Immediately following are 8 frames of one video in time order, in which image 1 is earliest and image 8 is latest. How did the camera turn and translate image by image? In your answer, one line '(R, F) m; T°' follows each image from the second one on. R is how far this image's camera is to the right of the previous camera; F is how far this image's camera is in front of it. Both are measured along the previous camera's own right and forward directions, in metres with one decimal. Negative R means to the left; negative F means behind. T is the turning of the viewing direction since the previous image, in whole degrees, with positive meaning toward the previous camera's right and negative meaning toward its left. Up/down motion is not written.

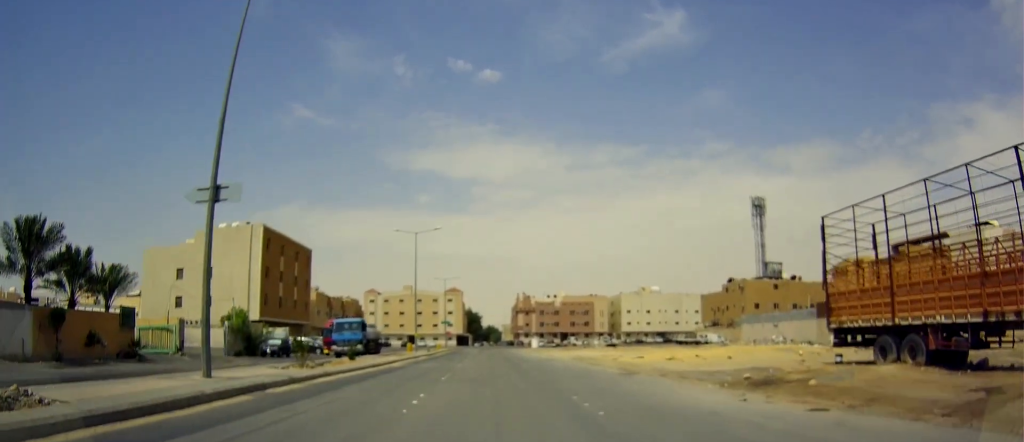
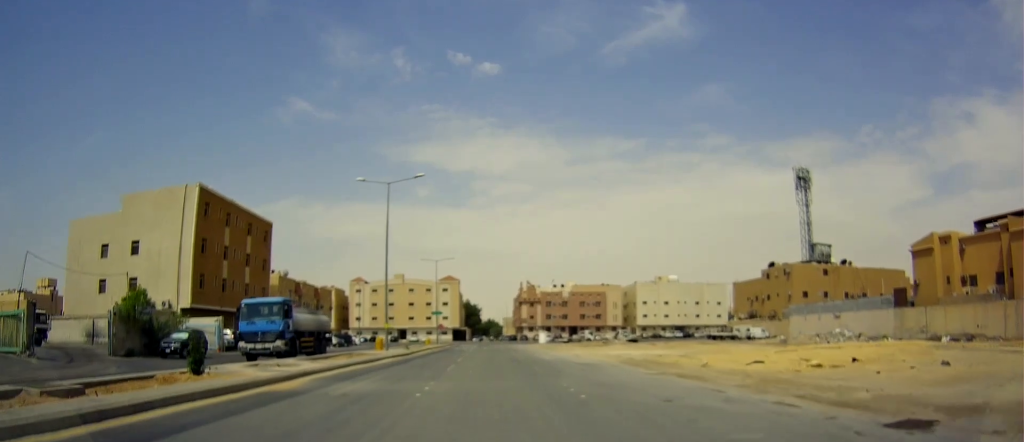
(+0.4, +18.1) m; 0°
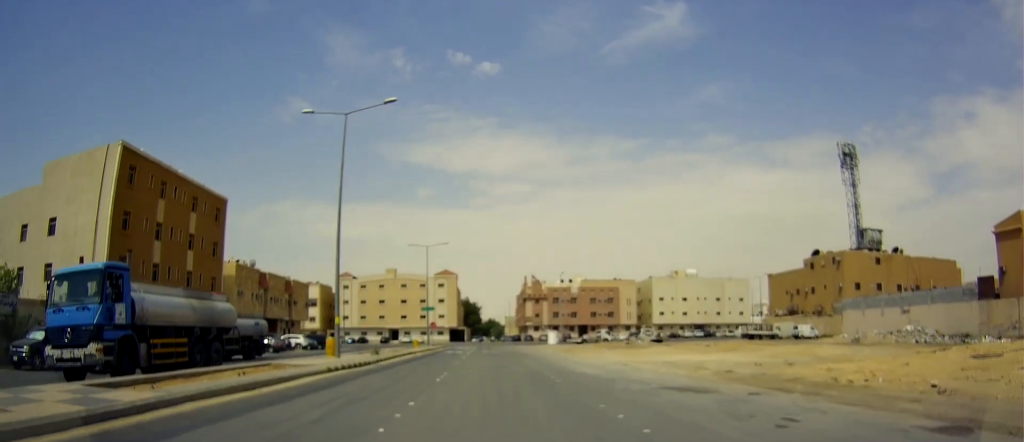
(-0.7, +14.7) m; 0°
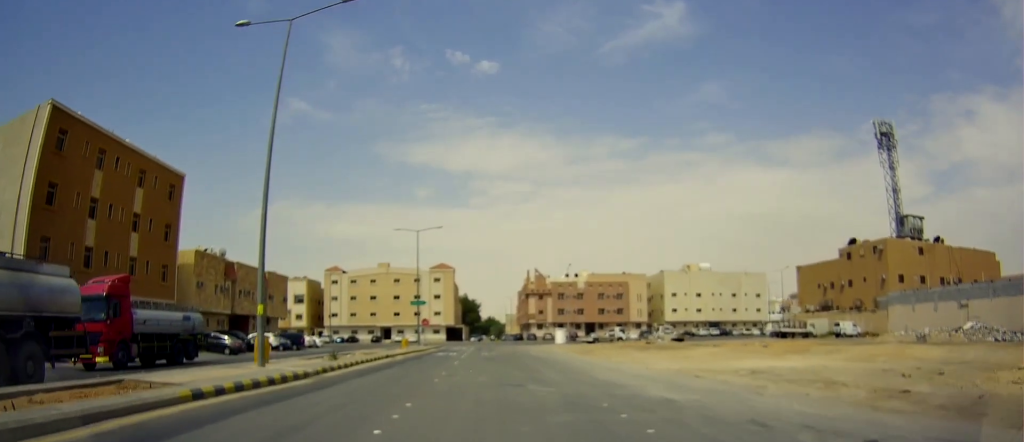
(+0.7, +10.1) m; +3°
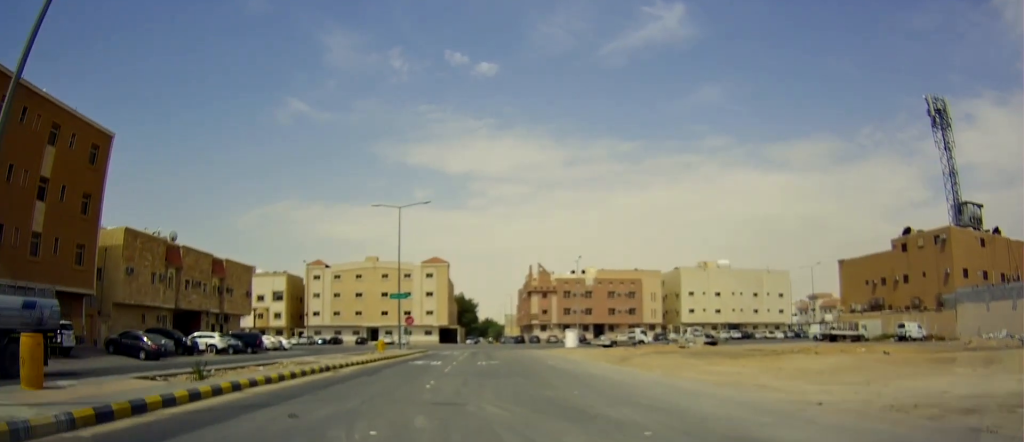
(-0.2, +12.8) m; -3°
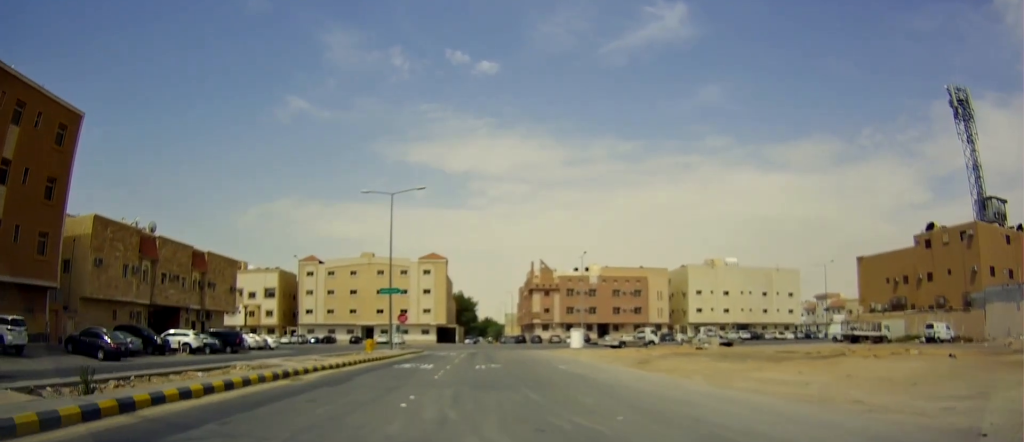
(+0.1, +4.6) m; -1°
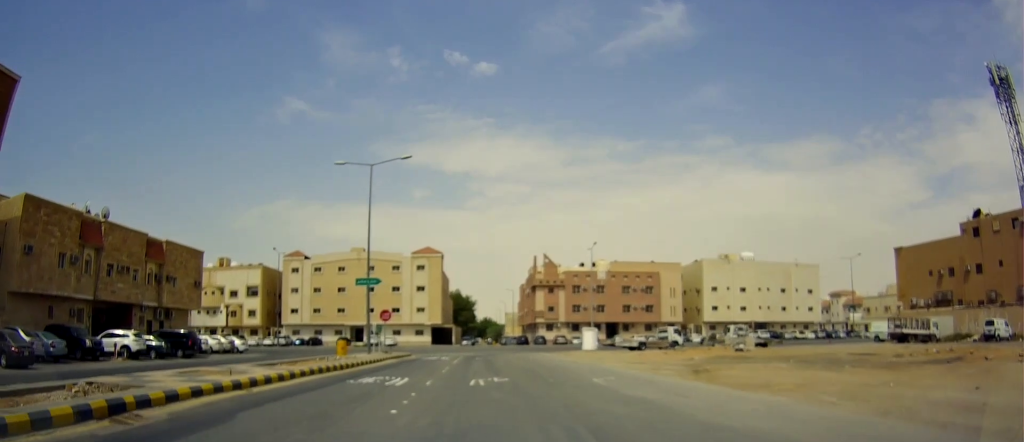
(-0.4, +8.6) m; 0°
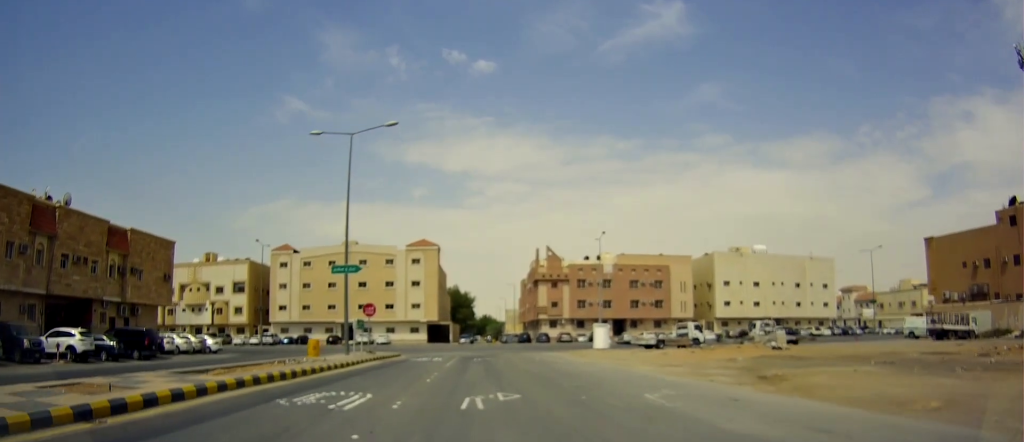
(+0.3, +5.9) m; 0°
